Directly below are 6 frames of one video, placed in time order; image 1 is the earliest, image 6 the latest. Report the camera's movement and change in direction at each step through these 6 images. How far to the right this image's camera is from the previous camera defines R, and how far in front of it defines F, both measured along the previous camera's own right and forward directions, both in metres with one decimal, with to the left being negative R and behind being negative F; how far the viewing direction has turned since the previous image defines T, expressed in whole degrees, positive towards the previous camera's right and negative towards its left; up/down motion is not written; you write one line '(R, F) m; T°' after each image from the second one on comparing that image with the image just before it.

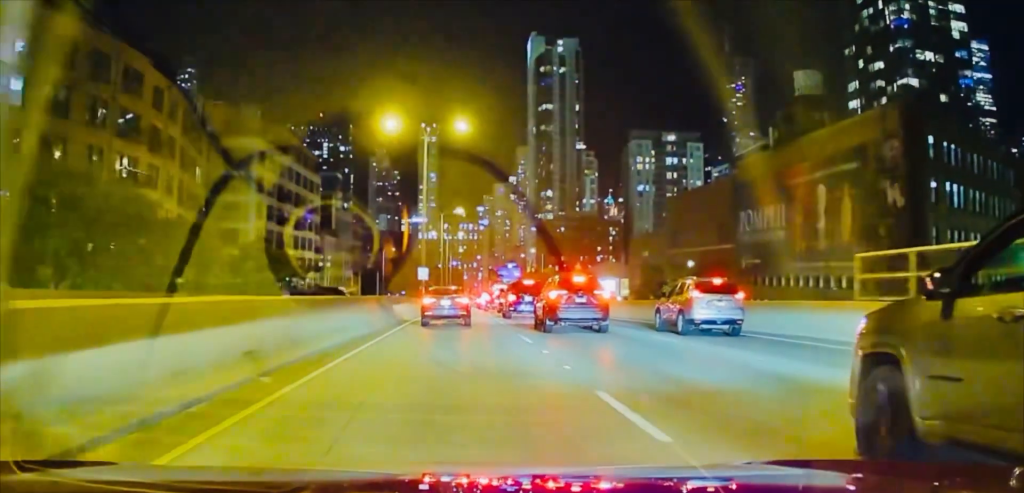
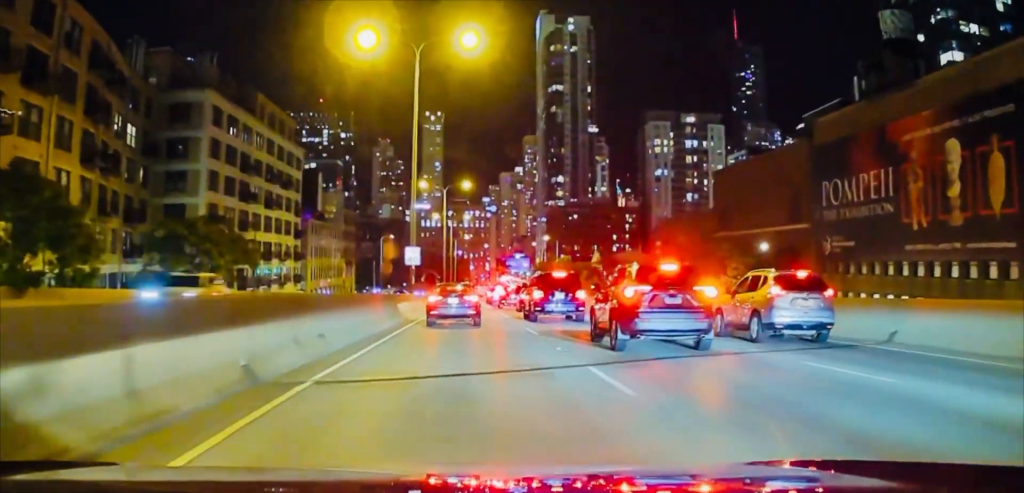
(+0.6, +21.2) m; +5°
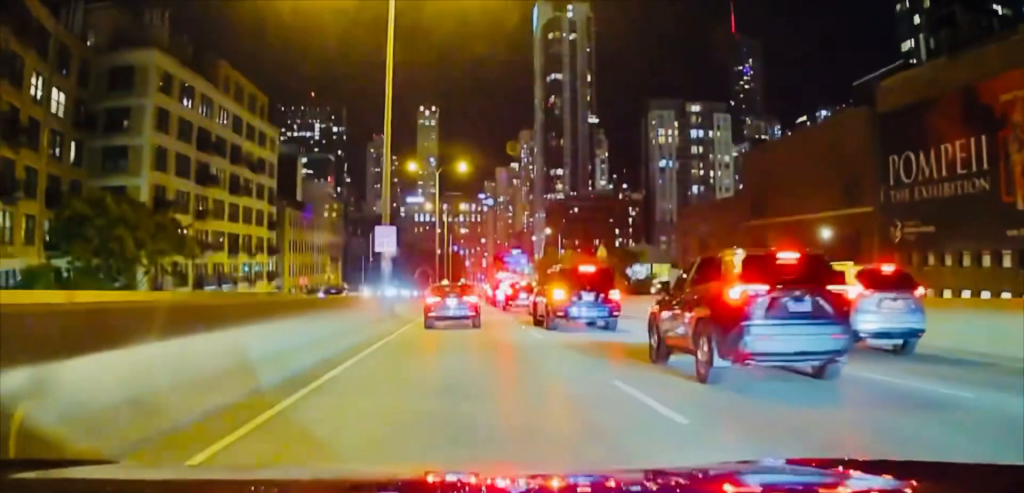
(+0.1, +13.9) m; 0°
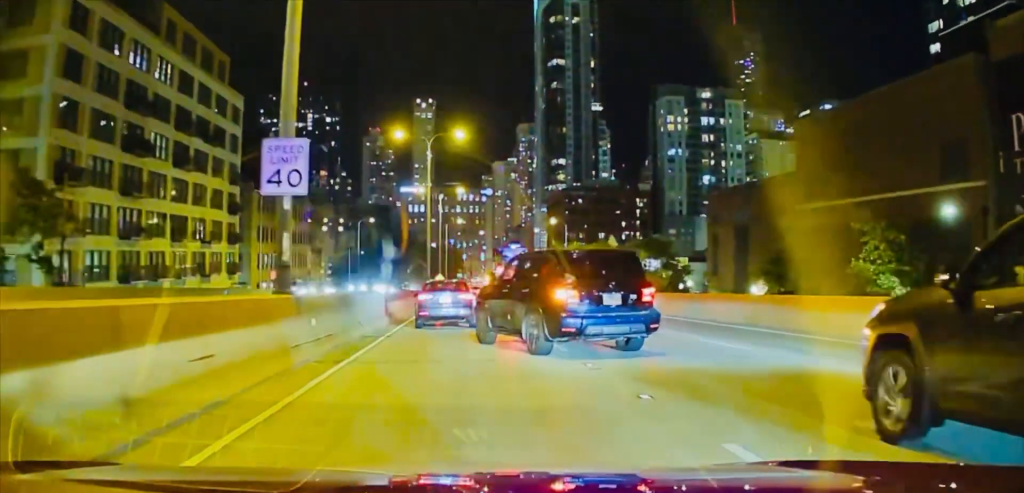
(0.0, +16.9) m; 0°
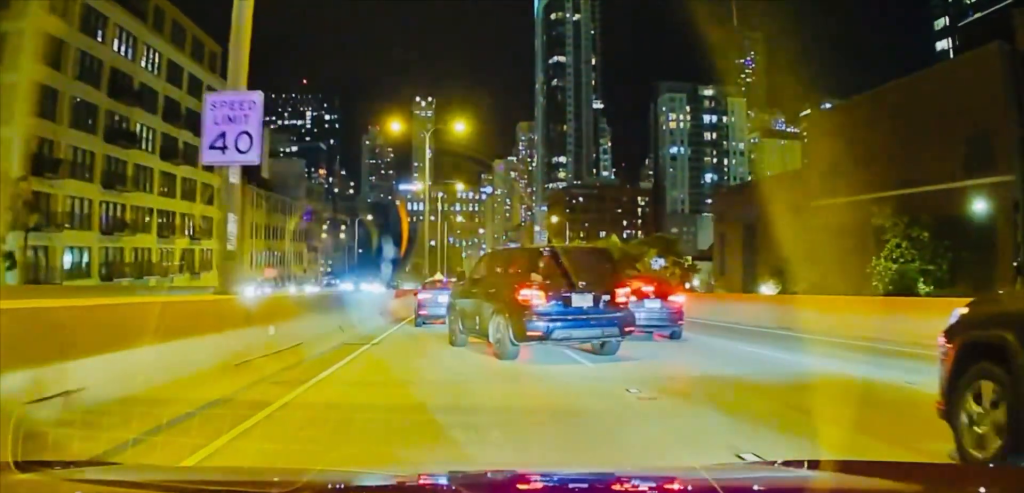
(0.0, +3.1) m; -1°
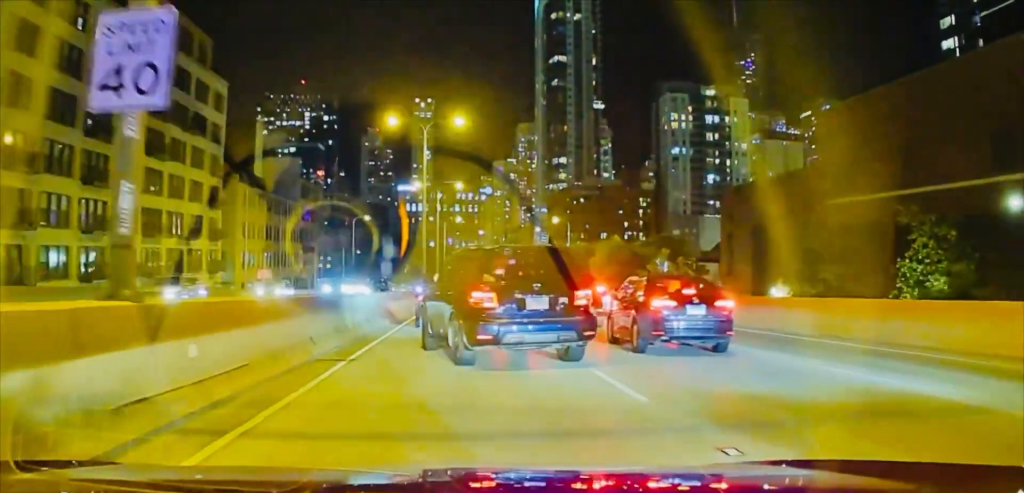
(+0.1, +2.9) m; -3°
